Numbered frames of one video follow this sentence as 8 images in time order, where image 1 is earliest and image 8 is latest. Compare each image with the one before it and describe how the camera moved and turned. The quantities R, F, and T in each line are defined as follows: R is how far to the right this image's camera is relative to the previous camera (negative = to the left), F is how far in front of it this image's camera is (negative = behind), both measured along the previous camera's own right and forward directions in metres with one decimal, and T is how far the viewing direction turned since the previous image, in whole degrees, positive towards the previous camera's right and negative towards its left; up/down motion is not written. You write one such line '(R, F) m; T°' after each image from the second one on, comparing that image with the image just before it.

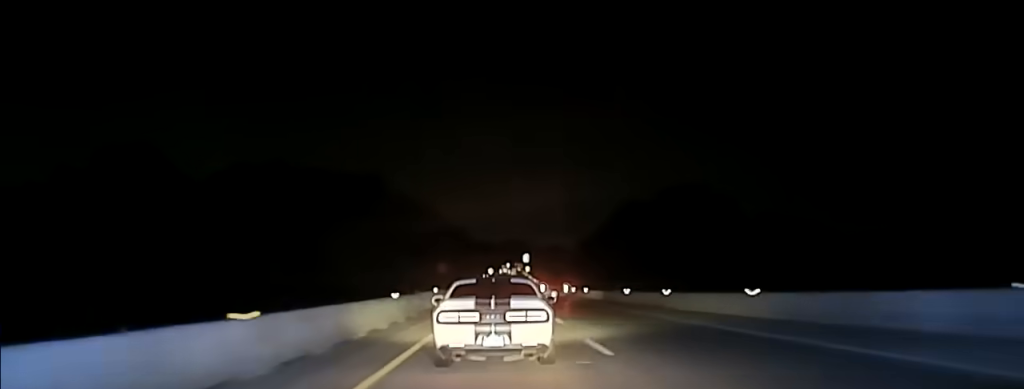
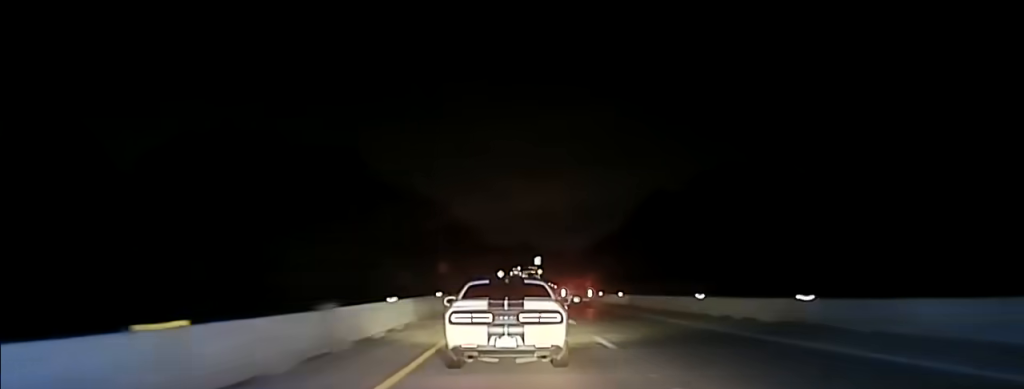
(-0.3, +22.6) m; -1°
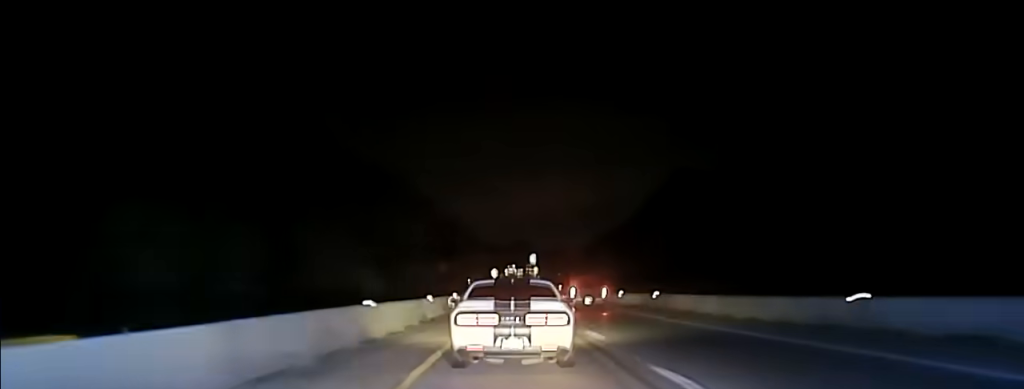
(-0.3, +21.3) m; 0°
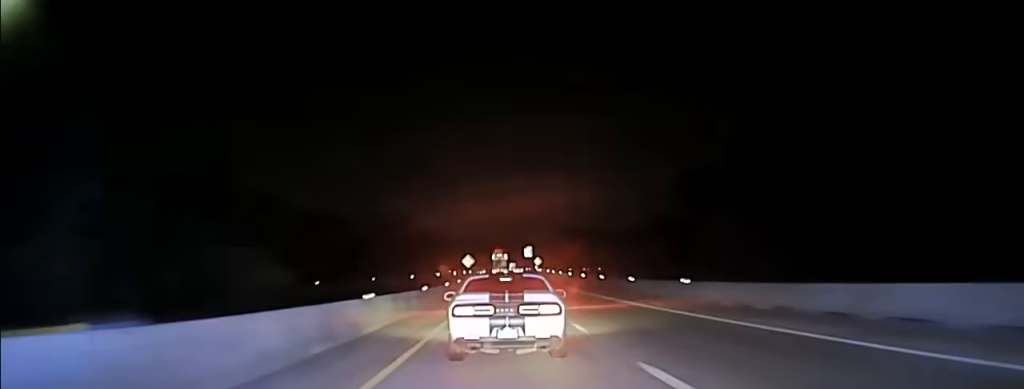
(+1.3, +122.4) m; +1°
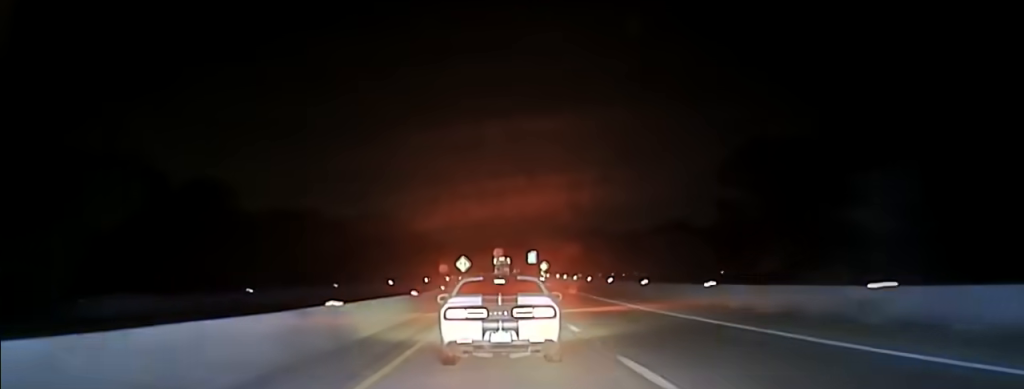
(+0.3, +23.9) m; 0°
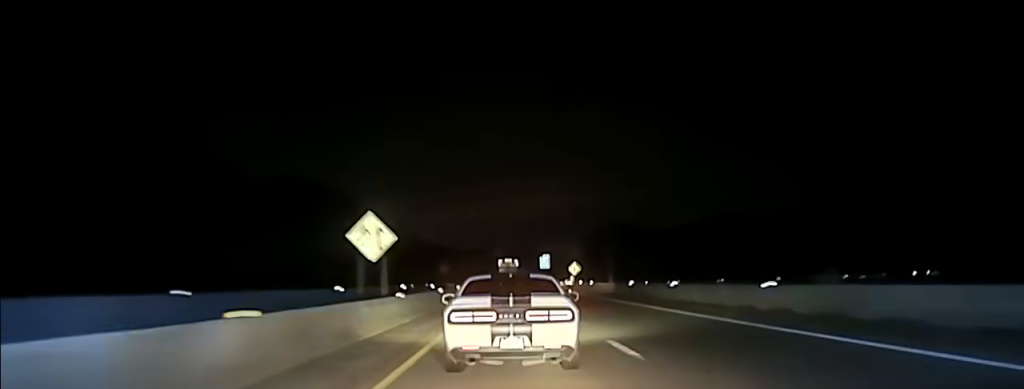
(-0.8, +81.2) m; -1°
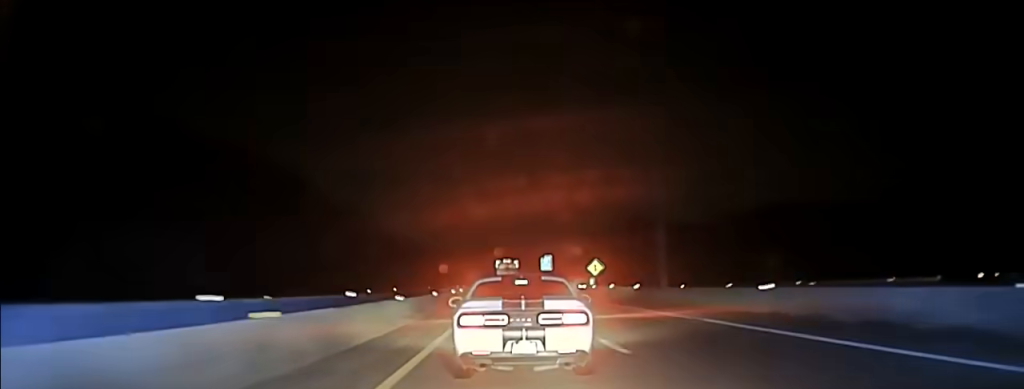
(-0.2, +36.3) m; 0°
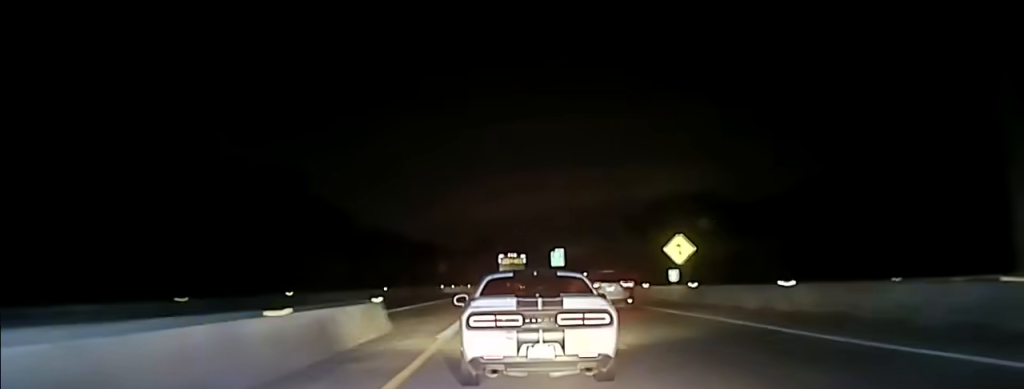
(+0.4, +48.9) m; 0°
